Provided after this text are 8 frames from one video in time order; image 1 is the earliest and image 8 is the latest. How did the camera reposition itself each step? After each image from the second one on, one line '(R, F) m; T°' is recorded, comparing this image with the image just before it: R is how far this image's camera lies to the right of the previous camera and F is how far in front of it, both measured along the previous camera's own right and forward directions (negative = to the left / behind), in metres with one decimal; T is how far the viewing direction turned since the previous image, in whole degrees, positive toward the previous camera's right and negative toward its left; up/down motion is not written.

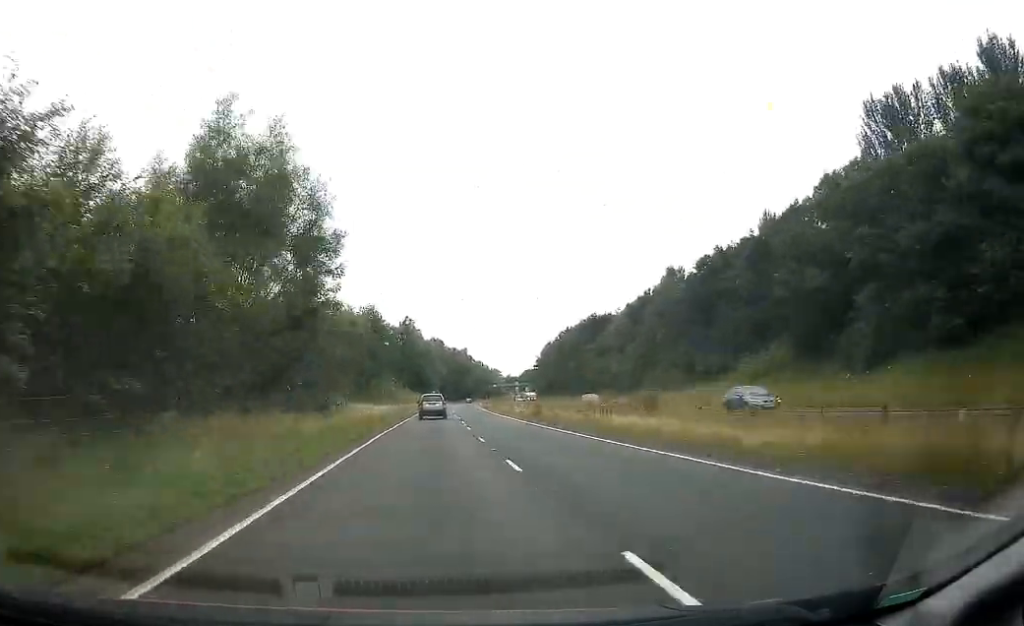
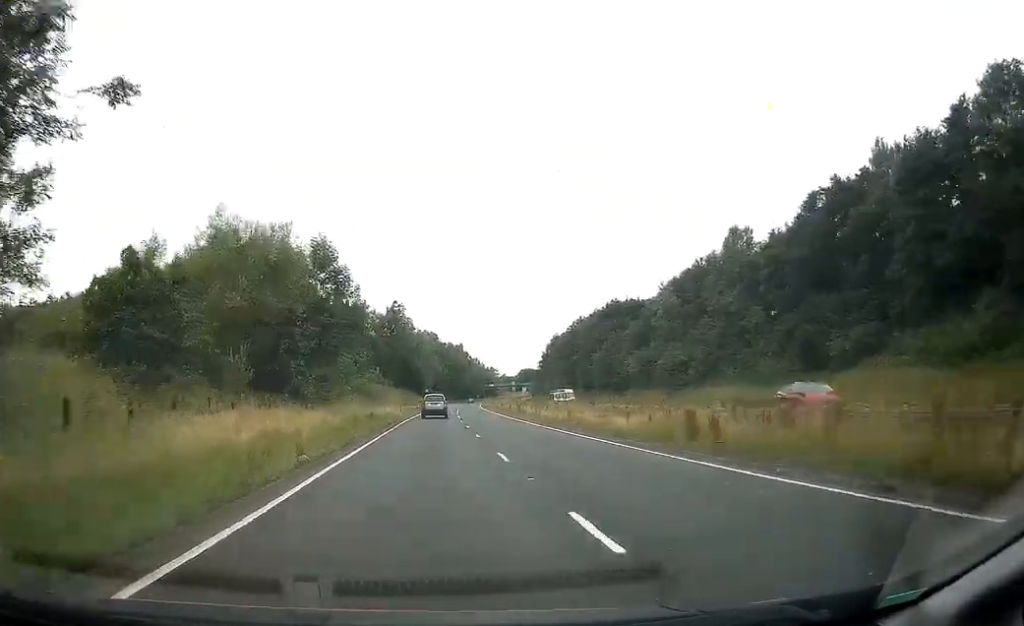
(-0.3, +25.1) m; +1°
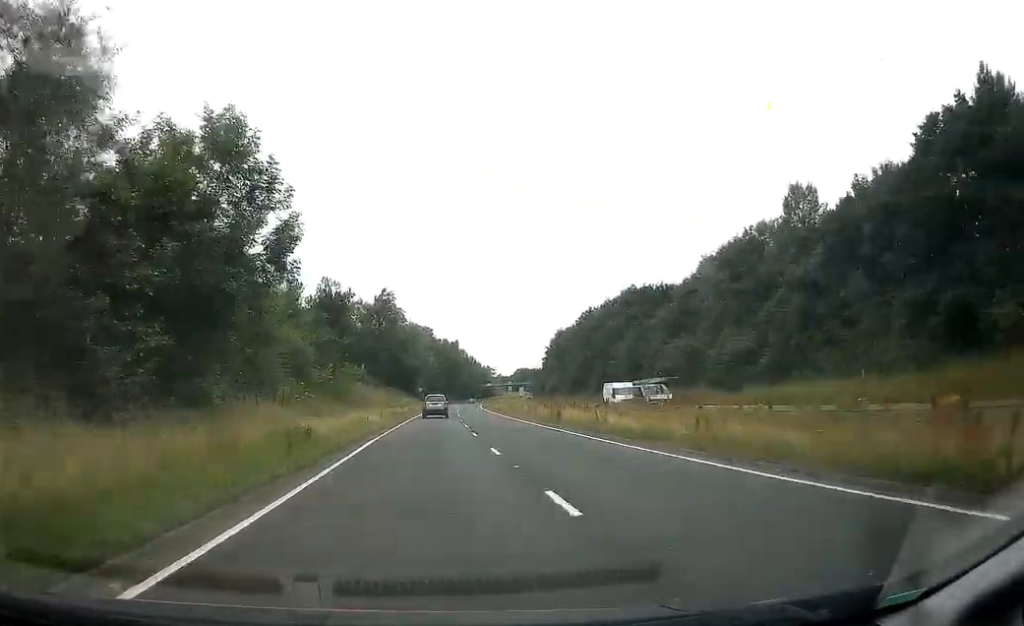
(+0.2, +16.3) m; +1°
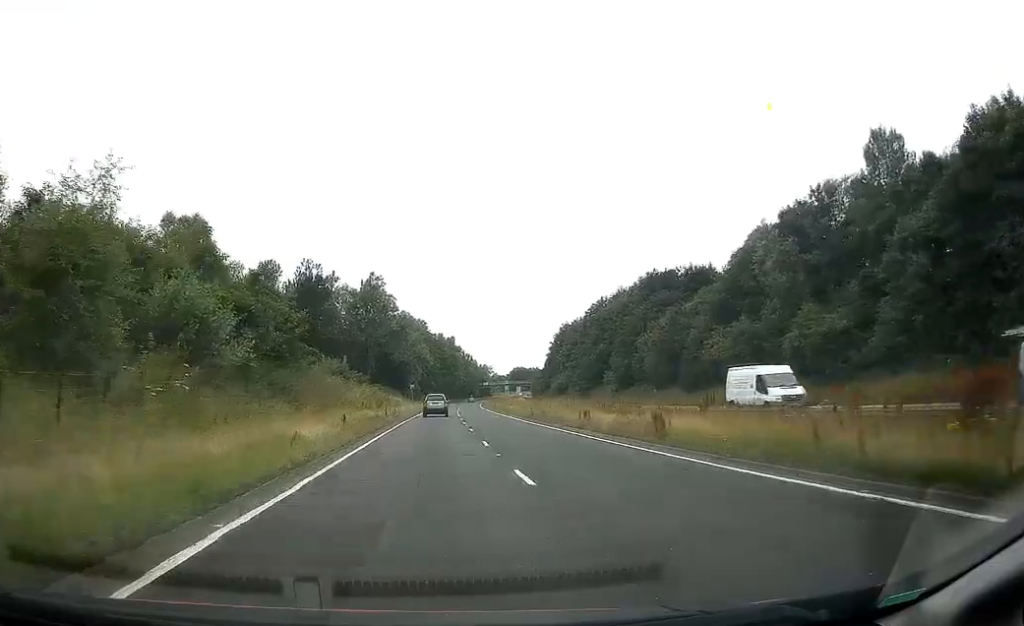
(+0.3, +14.3) m; +1°
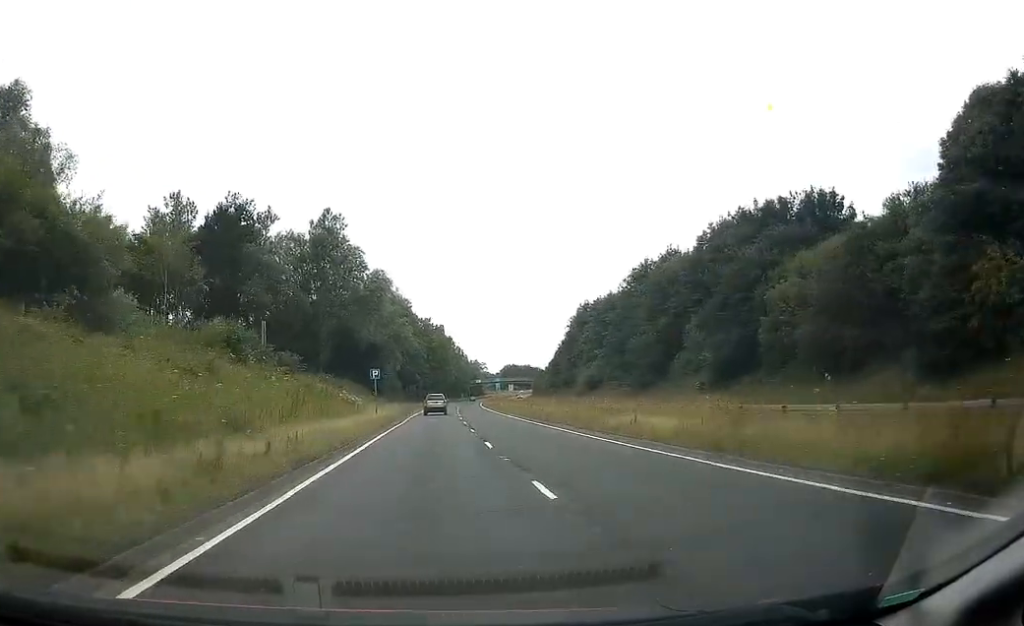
(+0.2, +36.0) m; 0°
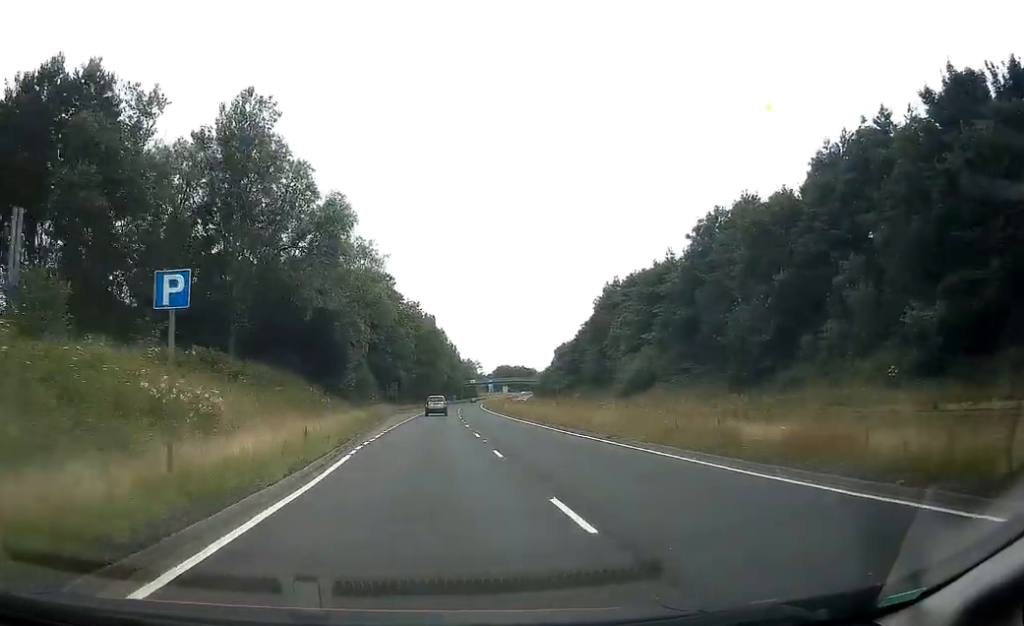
(+0.1, +30.1) m; +1°
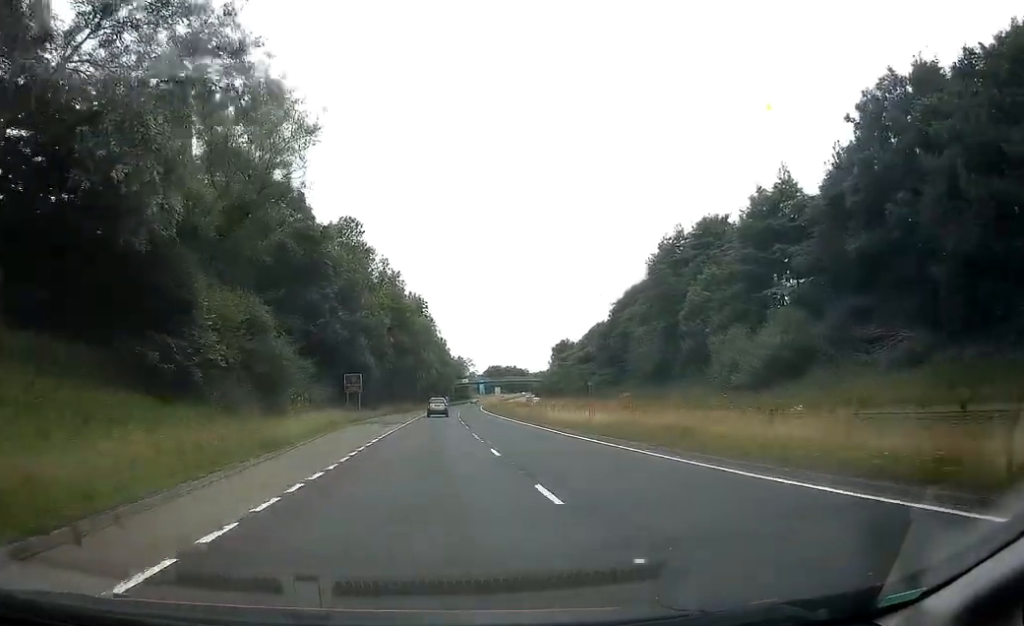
(+0.7, +34.0) m; +1°
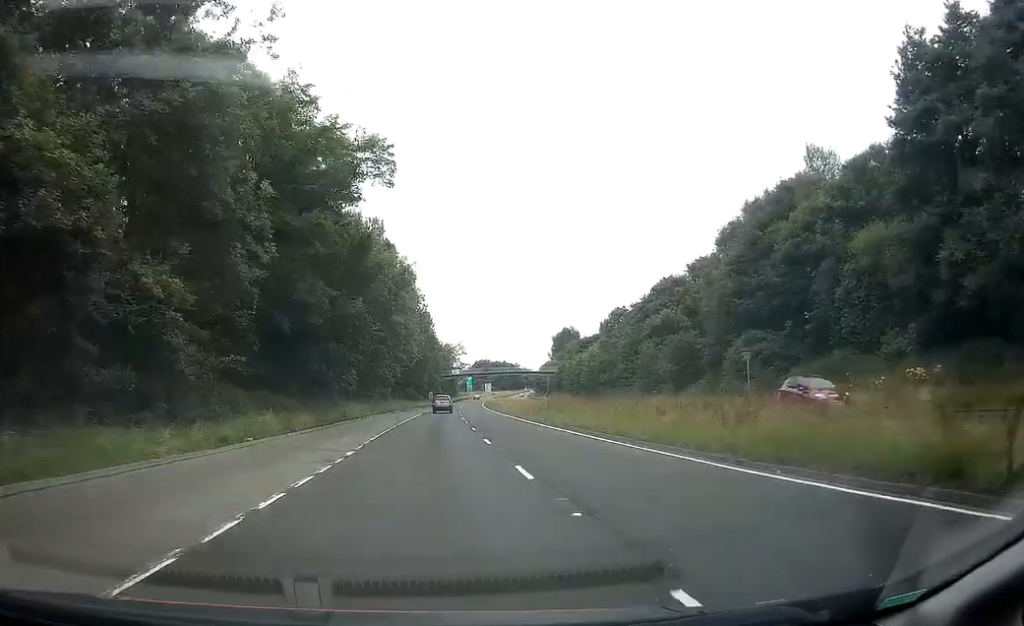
(+0.2, +51.4) m; +1°
